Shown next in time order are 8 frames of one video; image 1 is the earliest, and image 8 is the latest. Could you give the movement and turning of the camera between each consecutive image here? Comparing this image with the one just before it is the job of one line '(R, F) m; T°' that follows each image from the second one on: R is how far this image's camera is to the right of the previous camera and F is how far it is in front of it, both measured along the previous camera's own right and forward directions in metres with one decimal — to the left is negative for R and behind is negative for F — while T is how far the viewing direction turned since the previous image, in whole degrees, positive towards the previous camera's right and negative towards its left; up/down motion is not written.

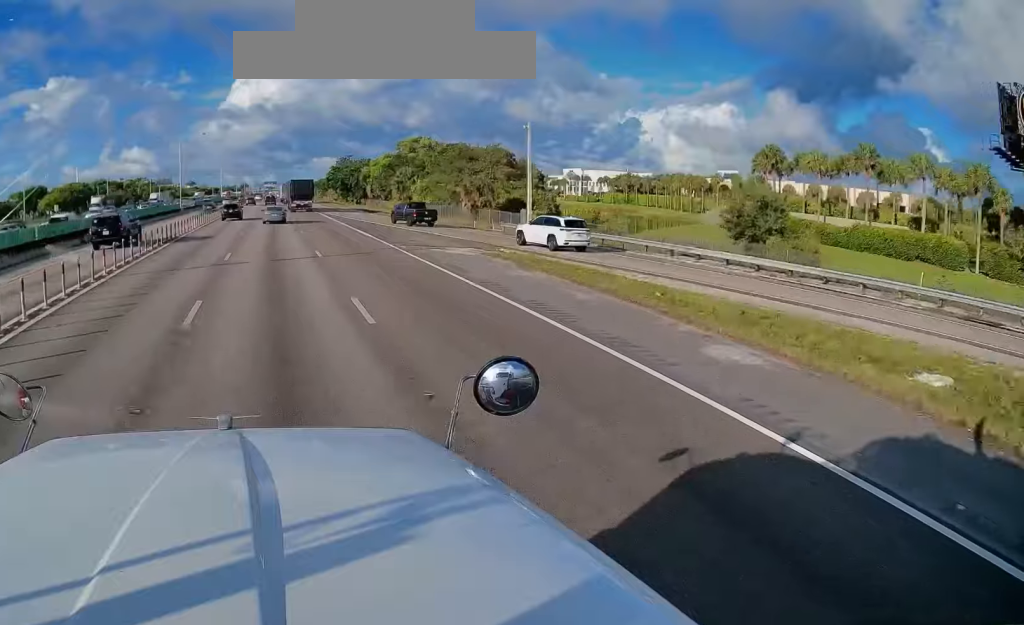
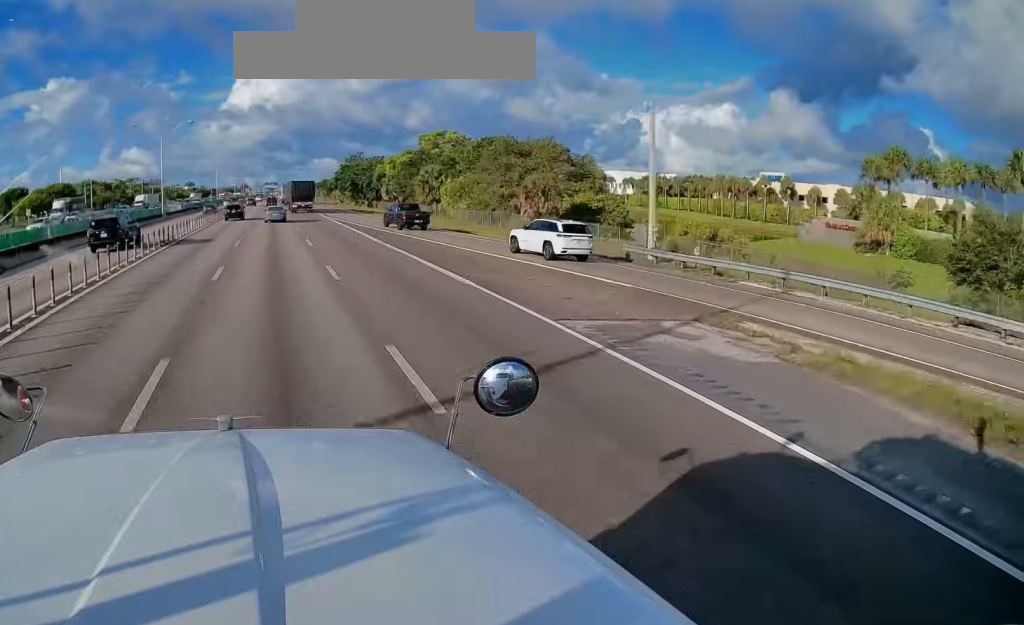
(-0.4, +19.9) m; 0°
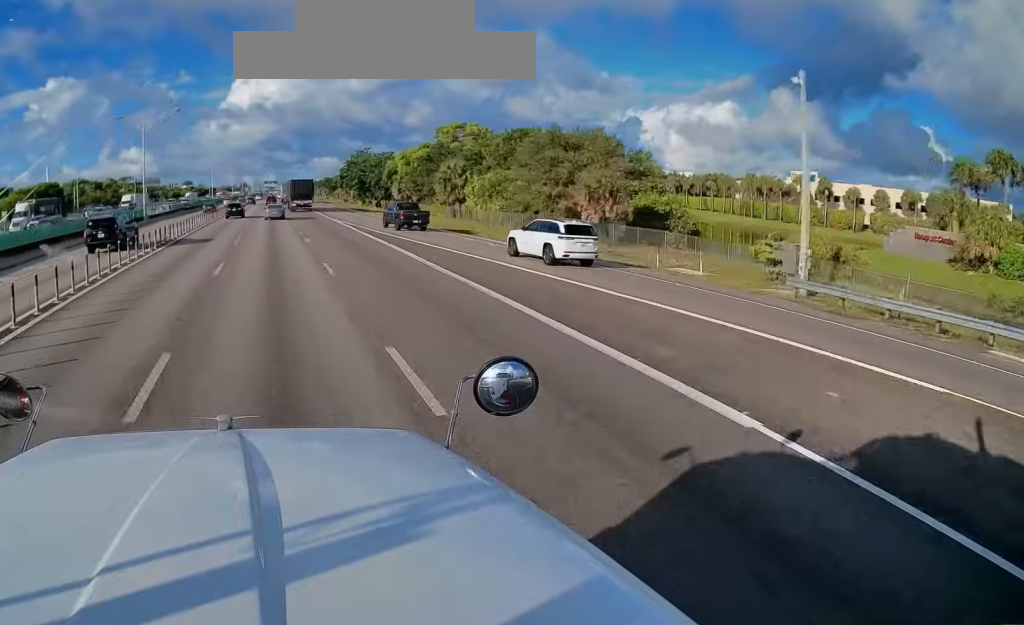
(+0.2, +14.3) m; 0°
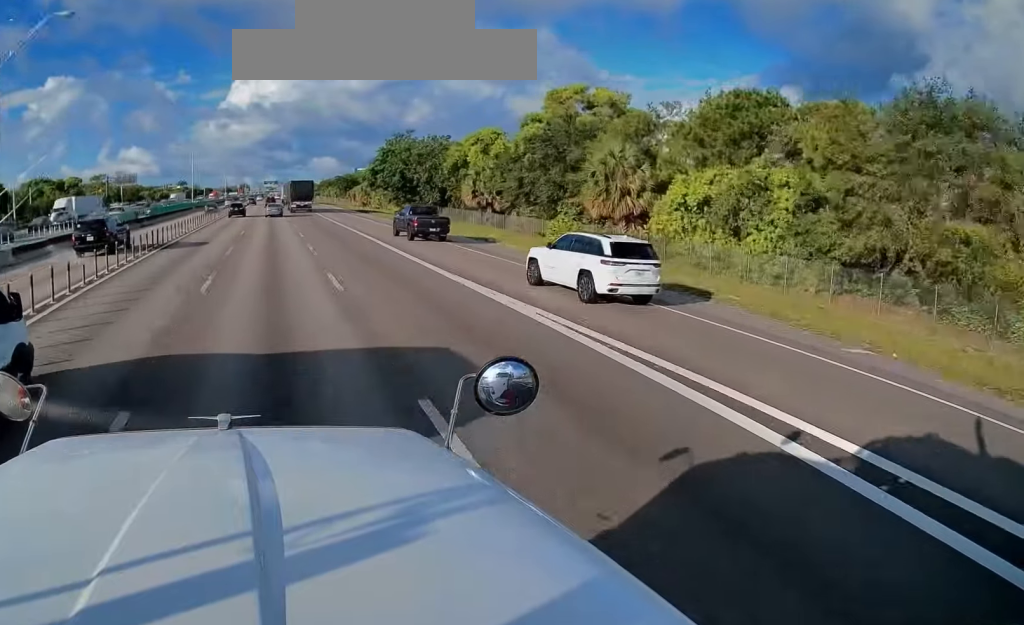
(+0.3, +45.5) m; 0°
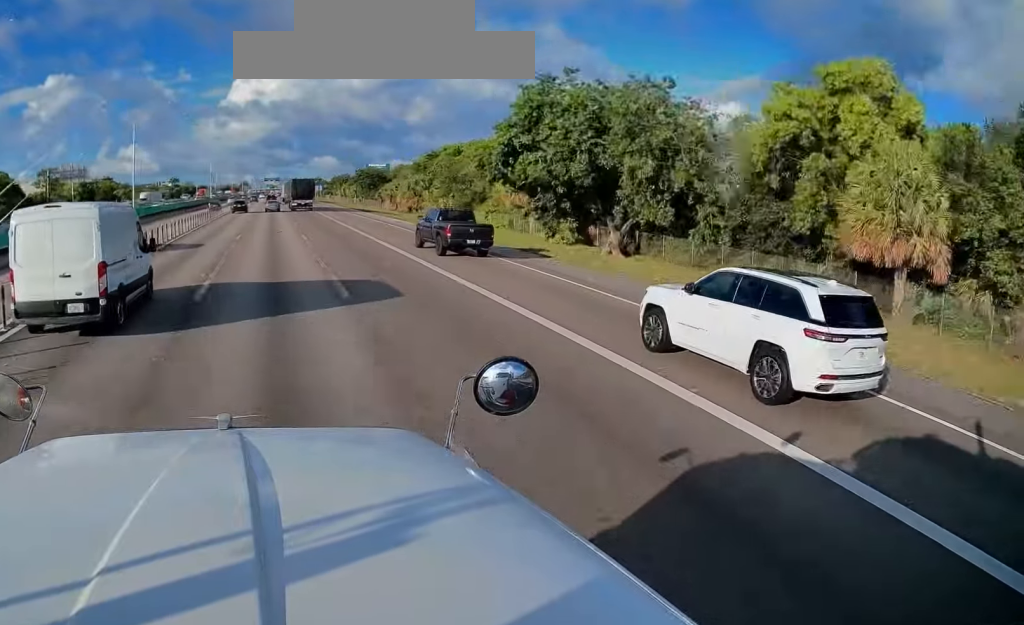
(+0.3, +54.6) m; 0°
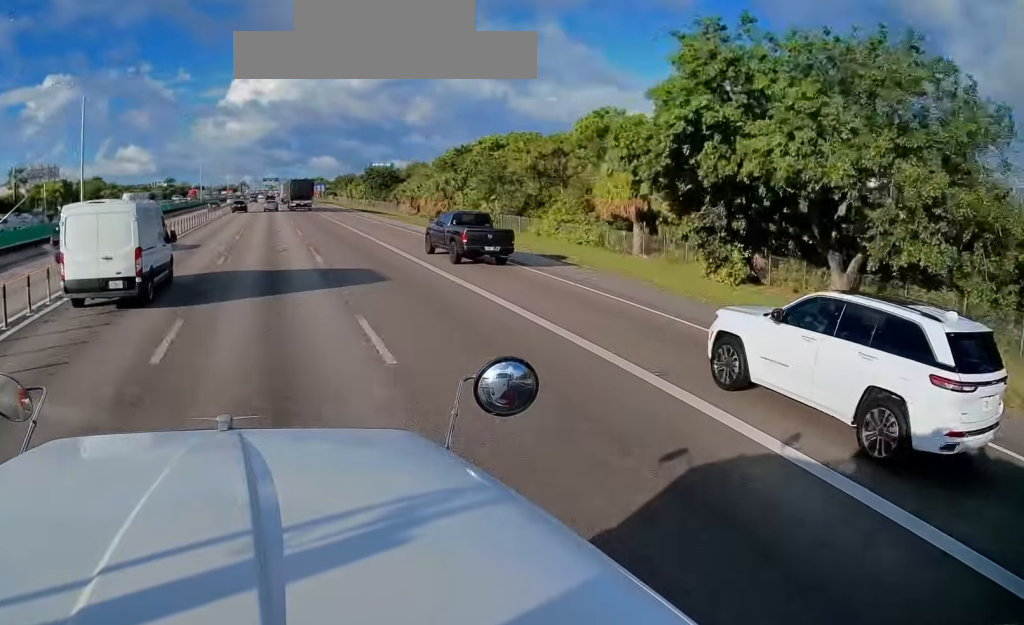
(-0.1, +18.0) m; 0°
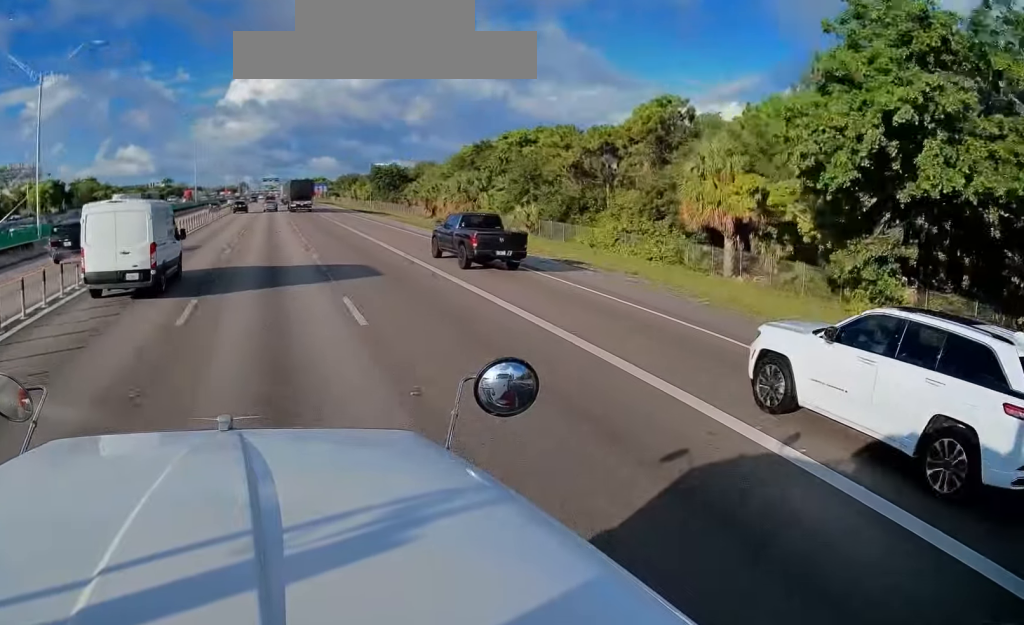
(0.0, +10.8) m; 0°
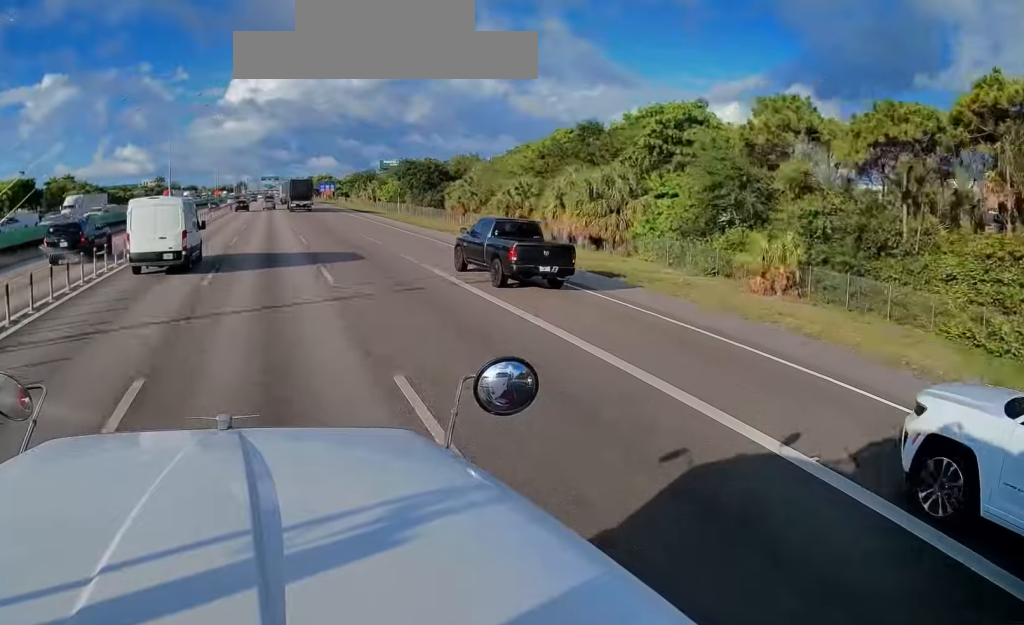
(-0.2, +31.7) m; 0°
